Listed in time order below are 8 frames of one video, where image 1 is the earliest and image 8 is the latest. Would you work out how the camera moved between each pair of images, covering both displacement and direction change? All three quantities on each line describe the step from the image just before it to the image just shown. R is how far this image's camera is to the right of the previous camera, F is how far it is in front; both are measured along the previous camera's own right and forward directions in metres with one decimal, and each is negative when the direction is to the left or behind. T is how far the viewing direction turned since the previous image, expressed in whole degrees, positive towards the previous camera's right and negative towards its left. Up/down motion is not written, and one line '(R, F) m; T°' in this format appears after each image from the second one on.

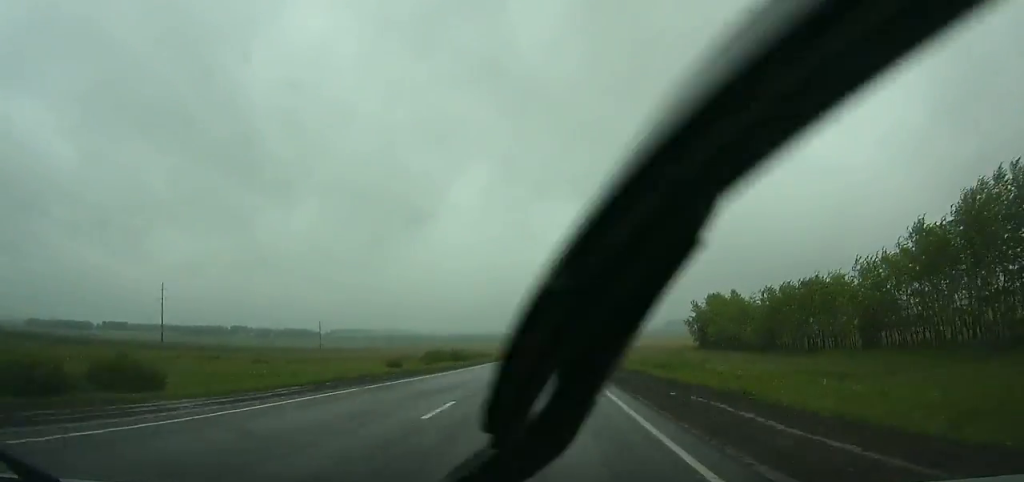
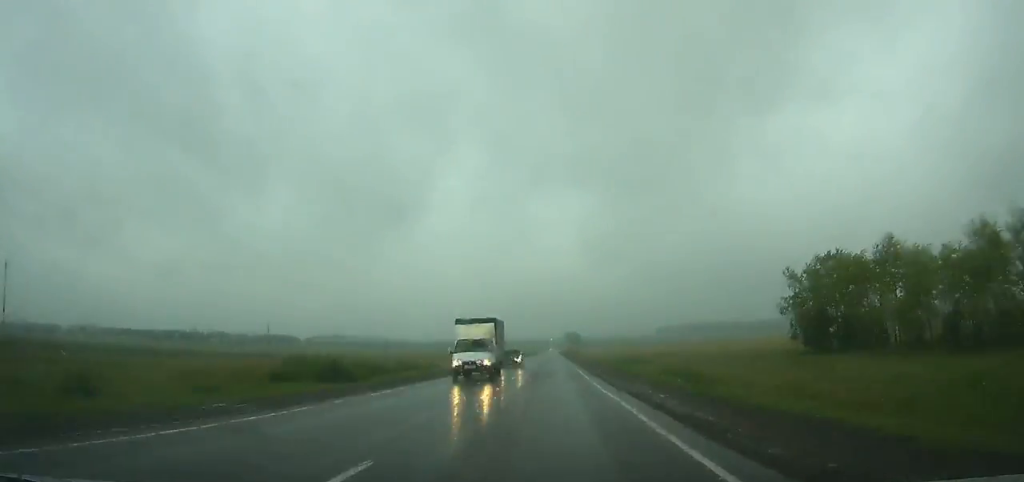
(+0.8, +65.7) m; +1°
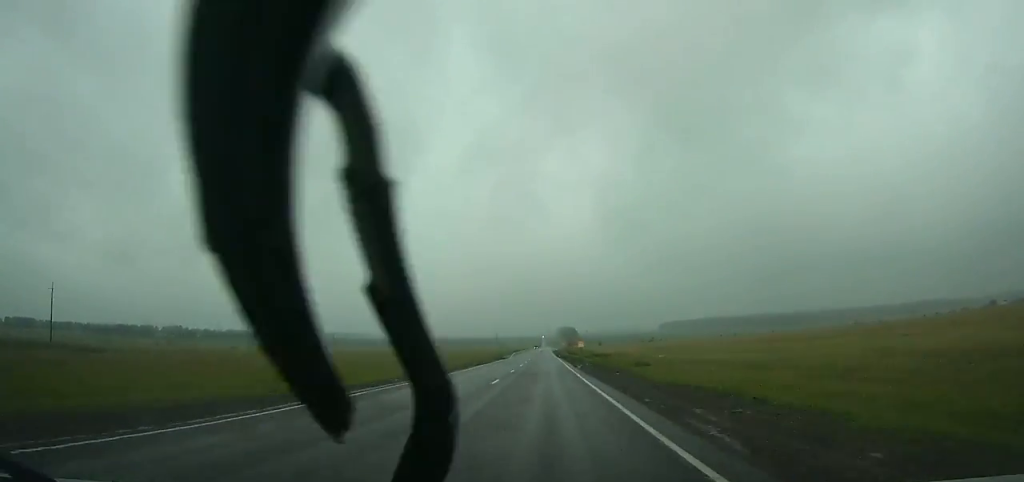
(+1.7, +171.9) m; 0°
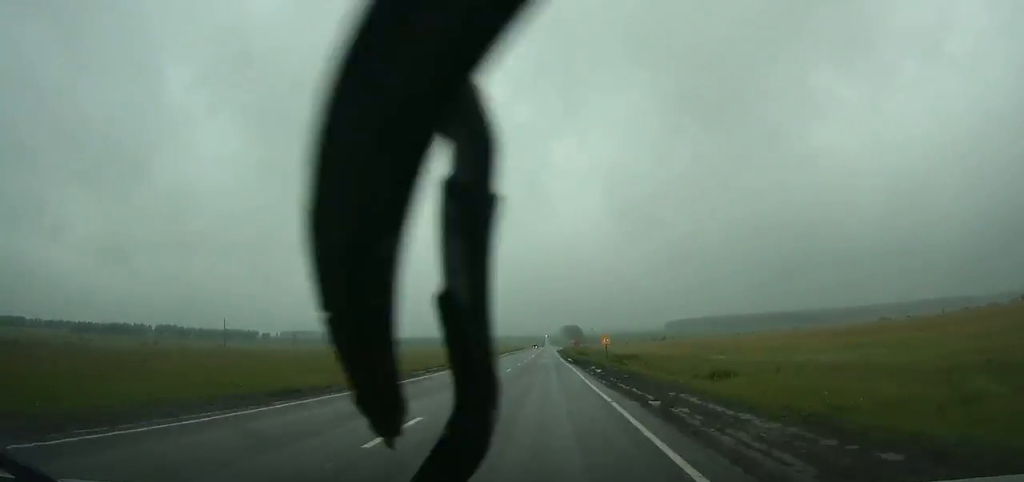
(0.0, +38.4) m; 0°
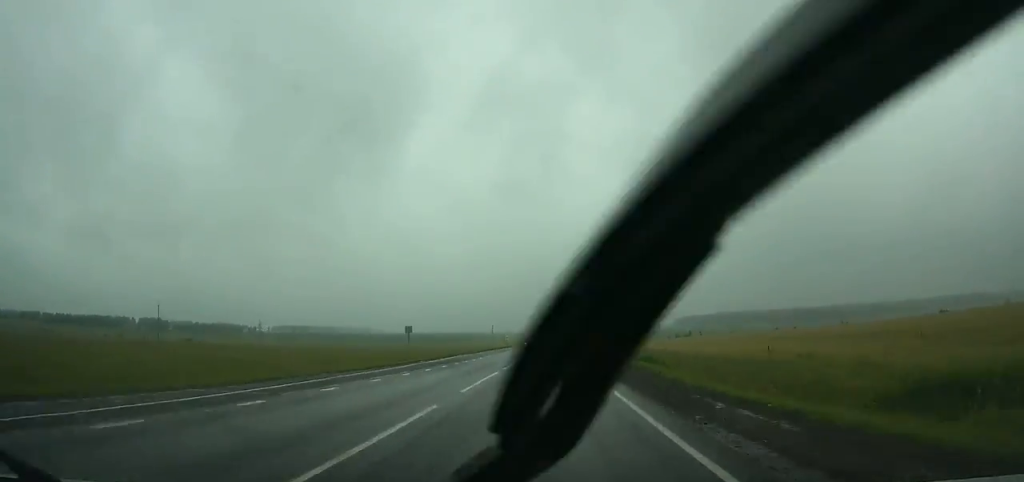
(-0.1, +76.5) m; 0°
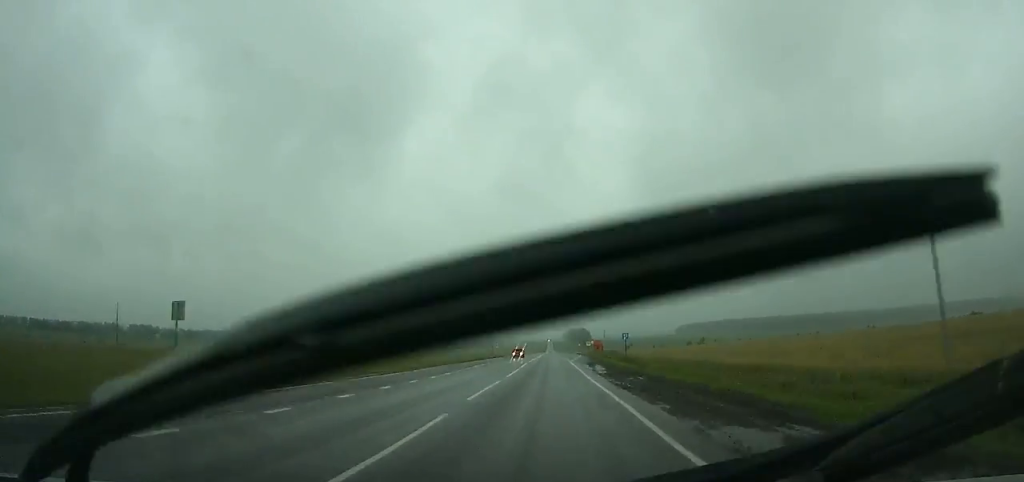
(0.0, +35.3) m; 0°
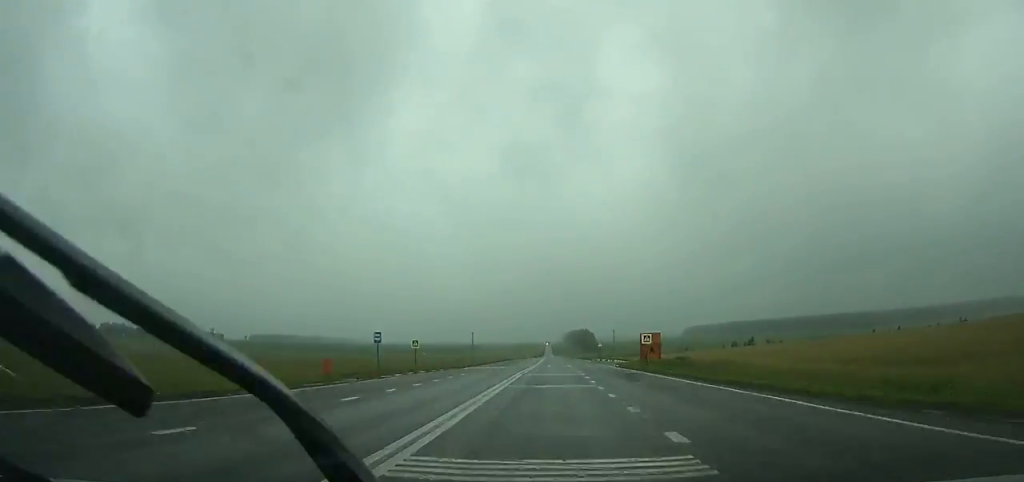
(+0.1, +90.8) m; 0°
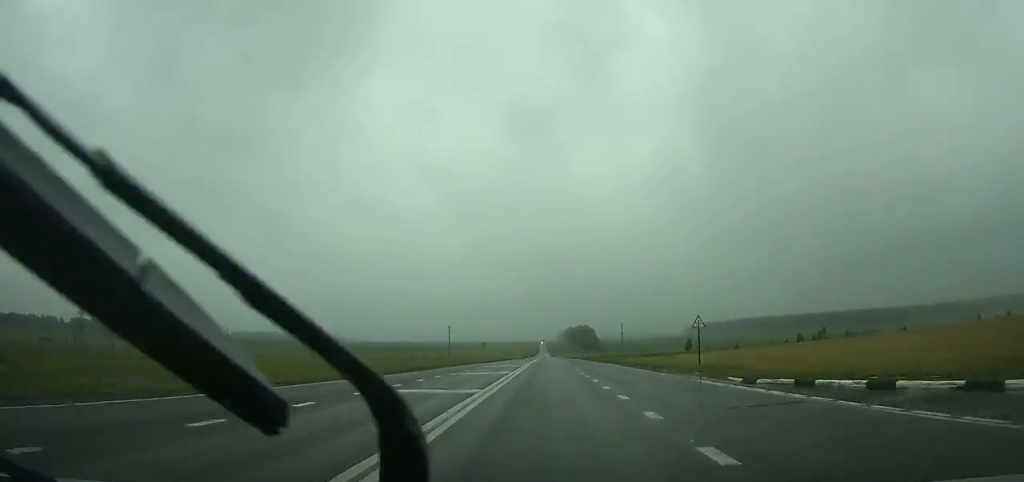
(+0.1, +78.7) m; 0°
